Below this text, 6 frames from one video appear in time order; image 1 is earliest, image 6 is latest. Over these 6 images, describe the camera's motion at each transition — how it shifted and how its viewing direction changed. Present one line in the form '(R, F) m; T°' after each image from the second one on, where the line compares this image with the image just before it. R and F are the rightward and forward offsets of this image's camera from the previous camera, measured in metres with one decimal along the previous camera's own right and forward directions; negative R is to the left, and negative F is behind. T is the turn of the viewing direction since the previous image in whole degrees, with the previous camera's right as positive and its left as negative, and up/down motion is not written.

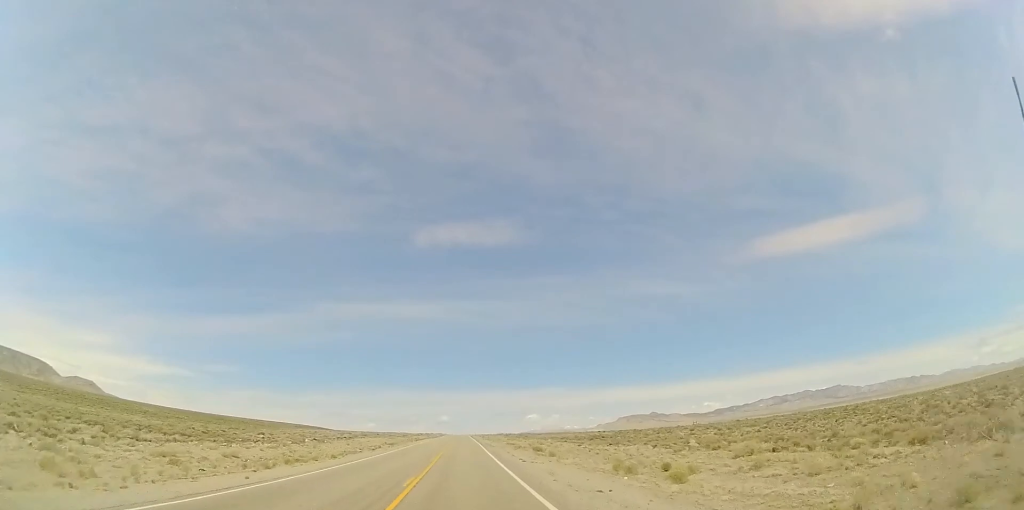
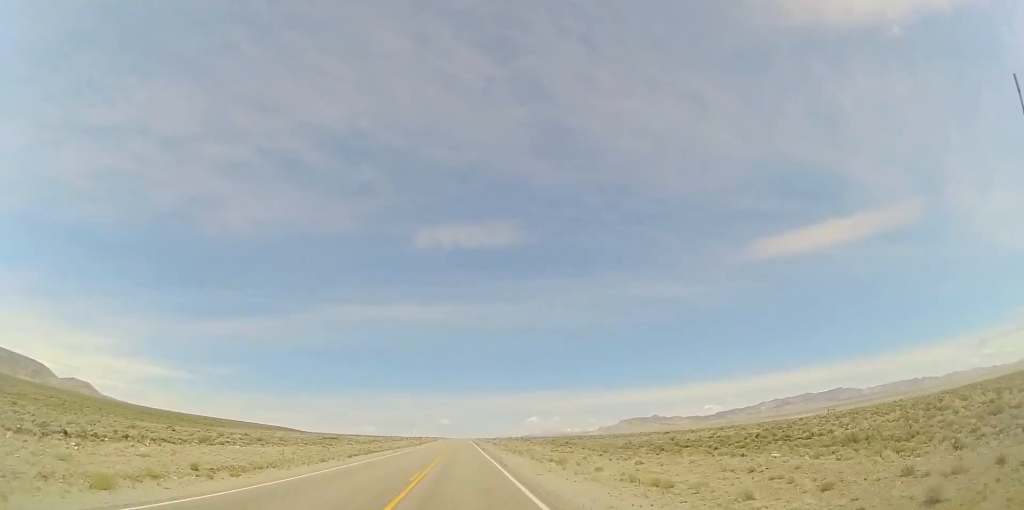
(-0.2, +58.0) m; 0°
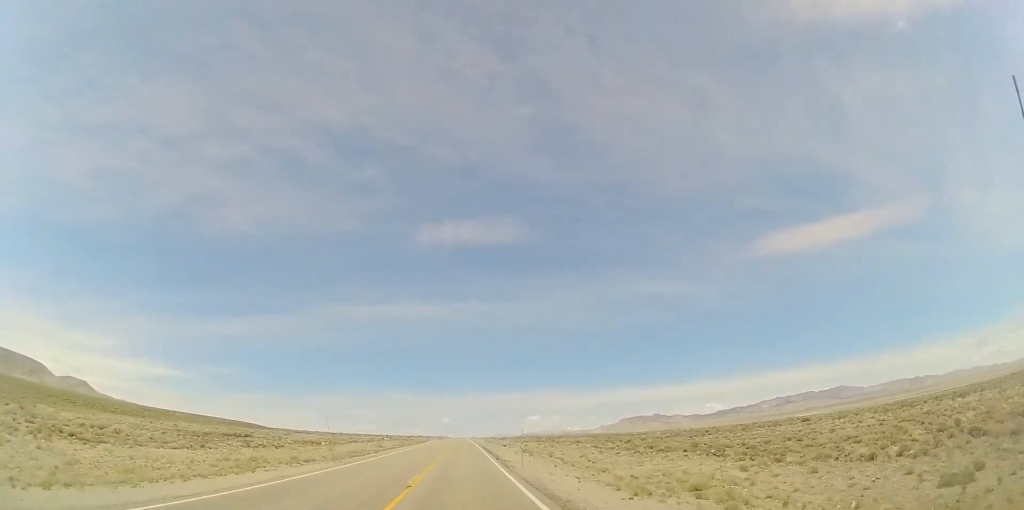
(0.0, +50.0) m; +1°
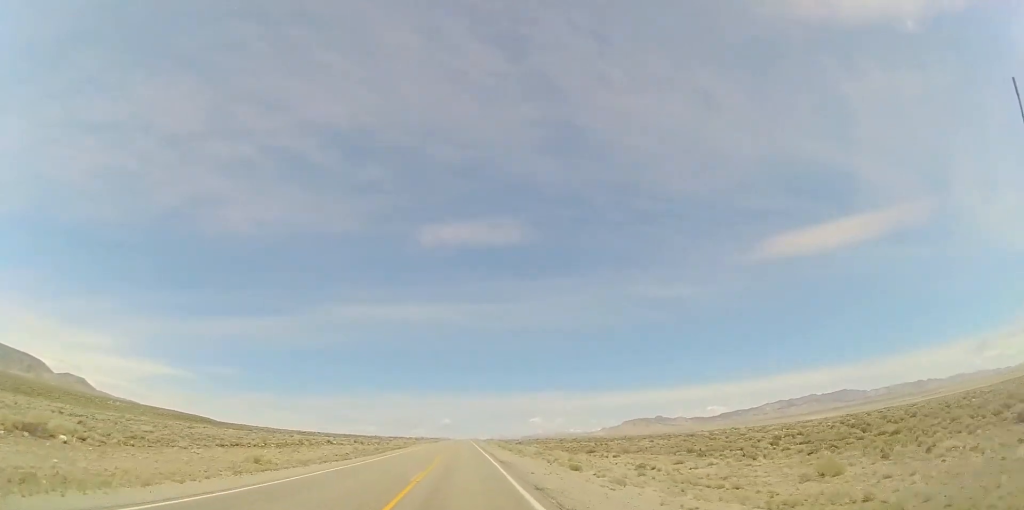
(-0.1, +47.5) m; -1°
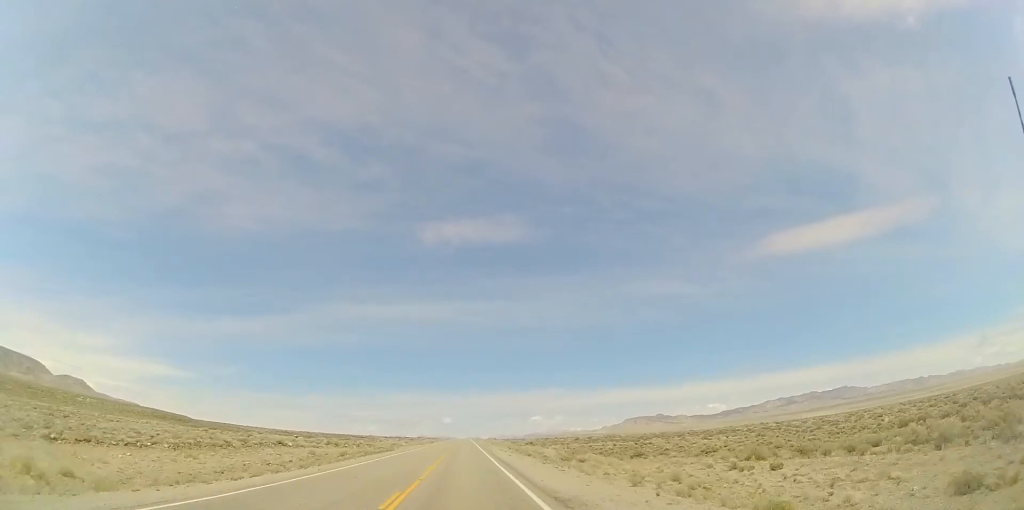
(-0.1, +19.1) m; 0°
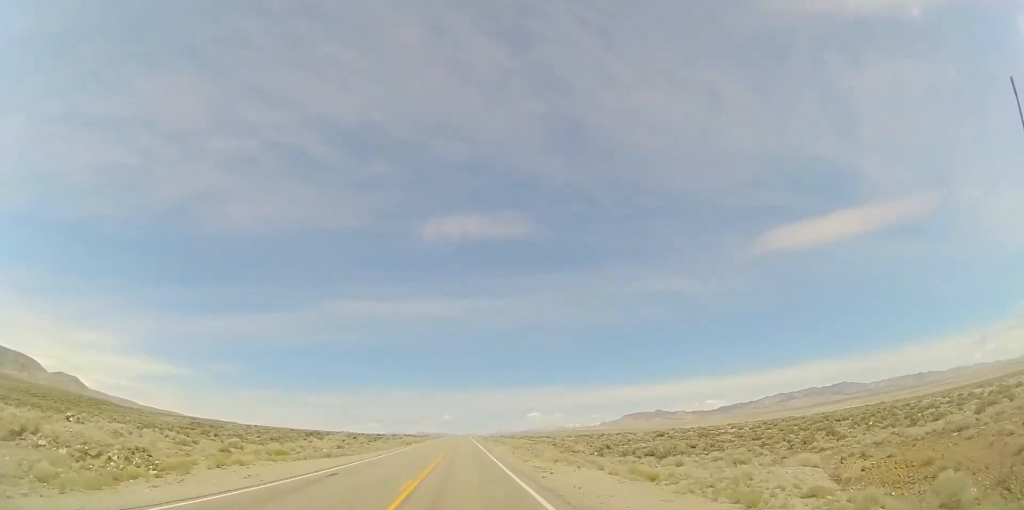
(0.0, +57.9) m; 0°
